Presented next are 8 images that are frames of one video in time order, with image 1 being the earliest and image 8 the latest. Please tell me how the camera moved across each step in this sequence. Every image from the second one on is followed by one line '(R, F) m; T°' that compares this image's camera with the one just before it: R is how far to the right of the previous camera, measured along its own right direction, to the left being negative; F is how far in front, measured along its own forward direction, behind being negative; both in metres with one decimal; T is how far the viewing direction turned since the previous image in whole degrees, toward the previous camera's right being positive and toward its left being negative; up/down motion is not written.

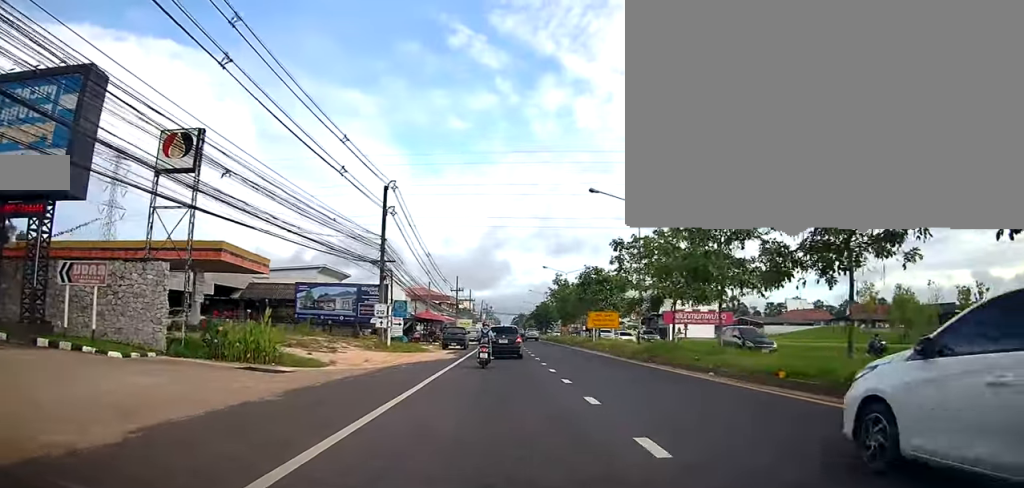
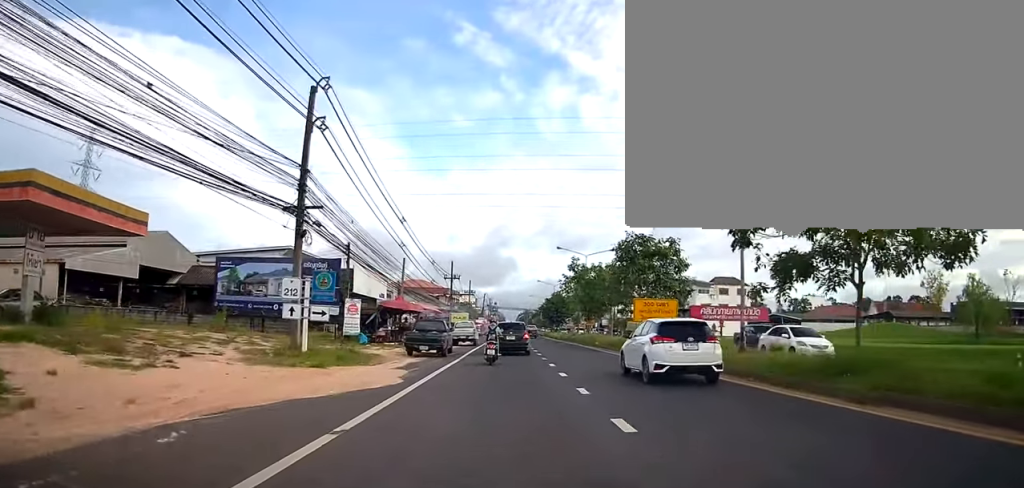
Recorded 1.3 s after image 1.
(0.0, +14.7) m; 0°
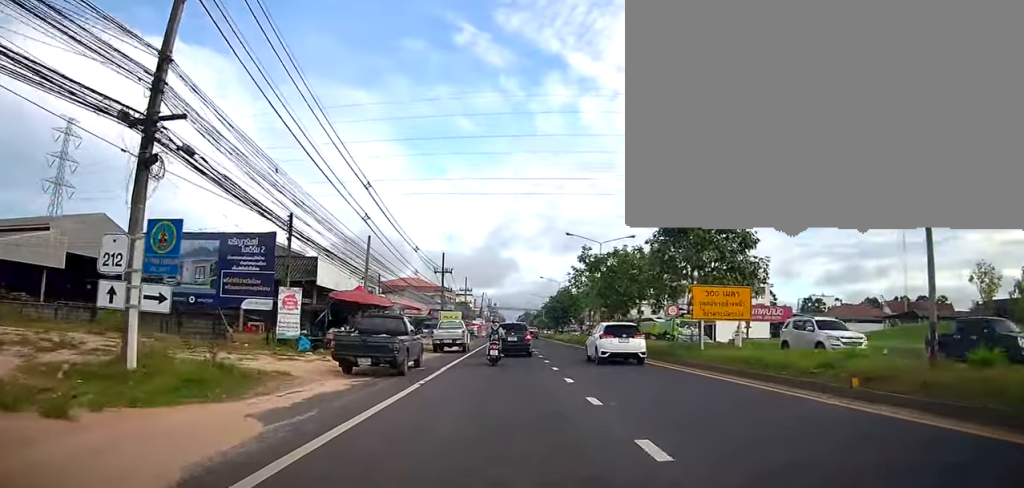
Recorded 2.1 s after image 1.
(0.0, +9.6) m; 0°
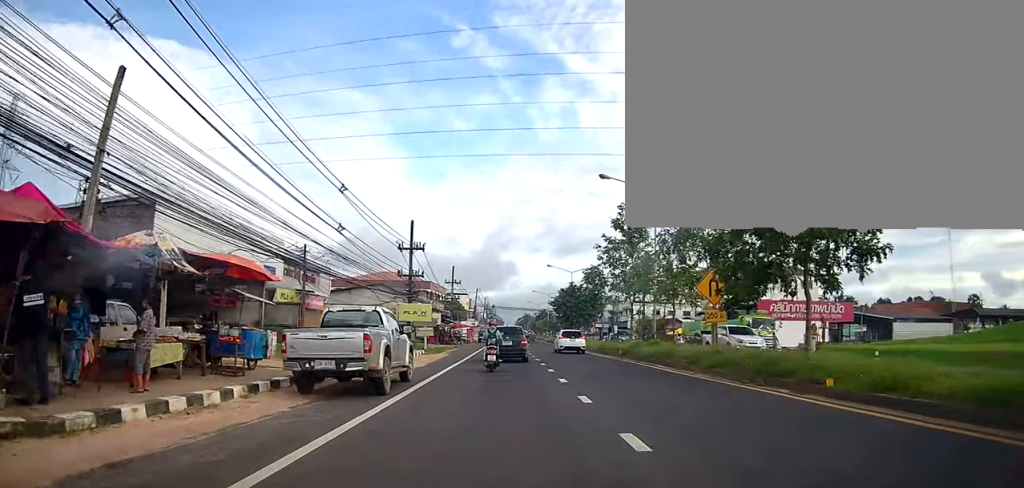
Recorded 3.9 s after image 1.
(0.0, +19.8) m; 0°
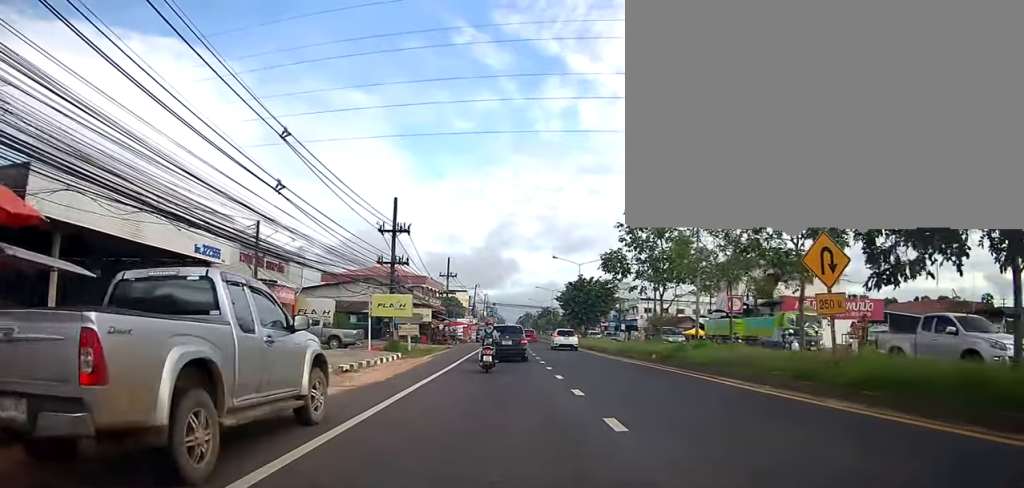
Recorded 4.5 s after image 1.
(0.0, +7.0) m; 0°
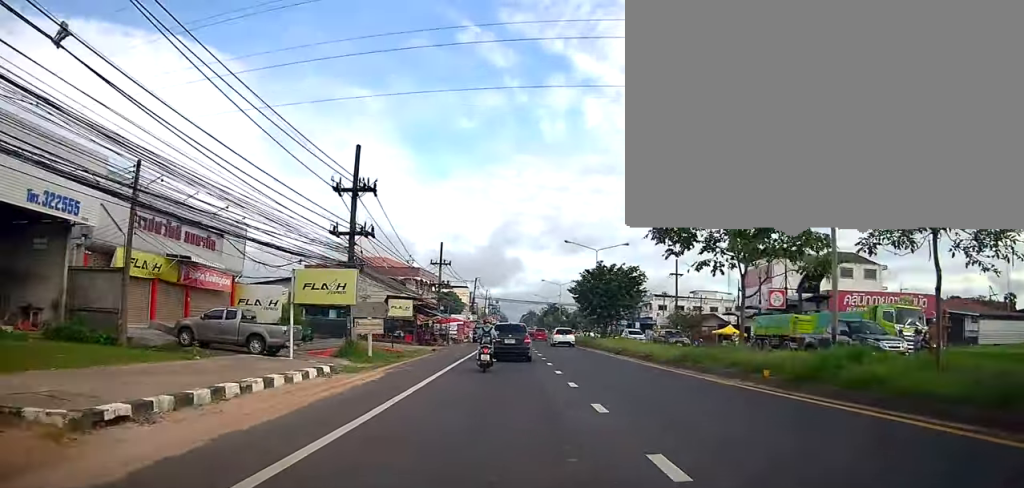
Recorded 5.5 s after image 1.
(0.0, +10.3) m; 0°
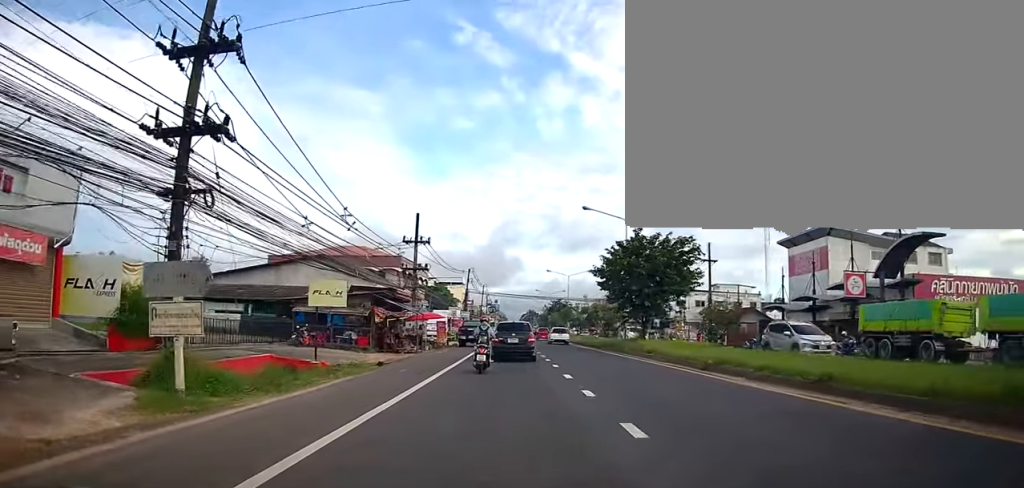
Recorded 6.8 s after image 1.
(0.0, +14.3) m; 0°
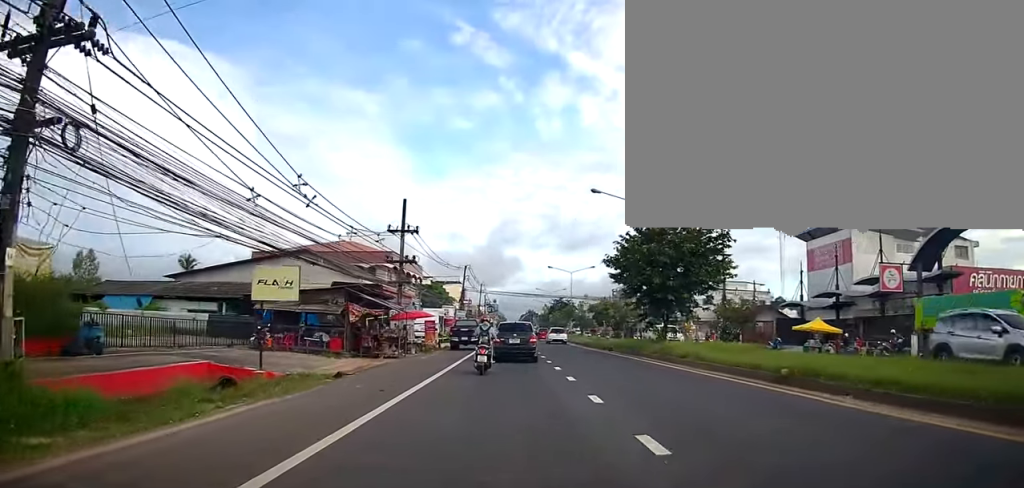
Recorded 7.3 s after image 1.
(0.0, +5.0) m; 0°
